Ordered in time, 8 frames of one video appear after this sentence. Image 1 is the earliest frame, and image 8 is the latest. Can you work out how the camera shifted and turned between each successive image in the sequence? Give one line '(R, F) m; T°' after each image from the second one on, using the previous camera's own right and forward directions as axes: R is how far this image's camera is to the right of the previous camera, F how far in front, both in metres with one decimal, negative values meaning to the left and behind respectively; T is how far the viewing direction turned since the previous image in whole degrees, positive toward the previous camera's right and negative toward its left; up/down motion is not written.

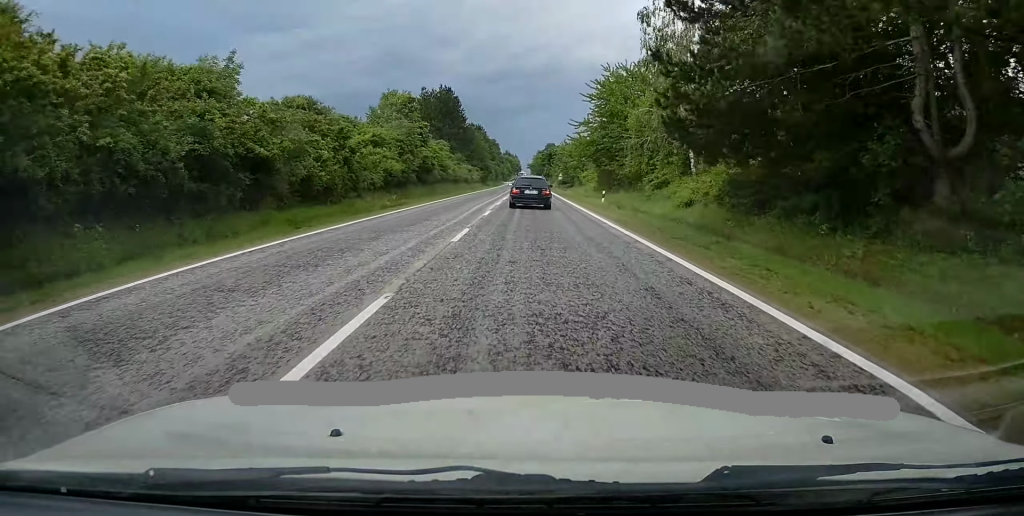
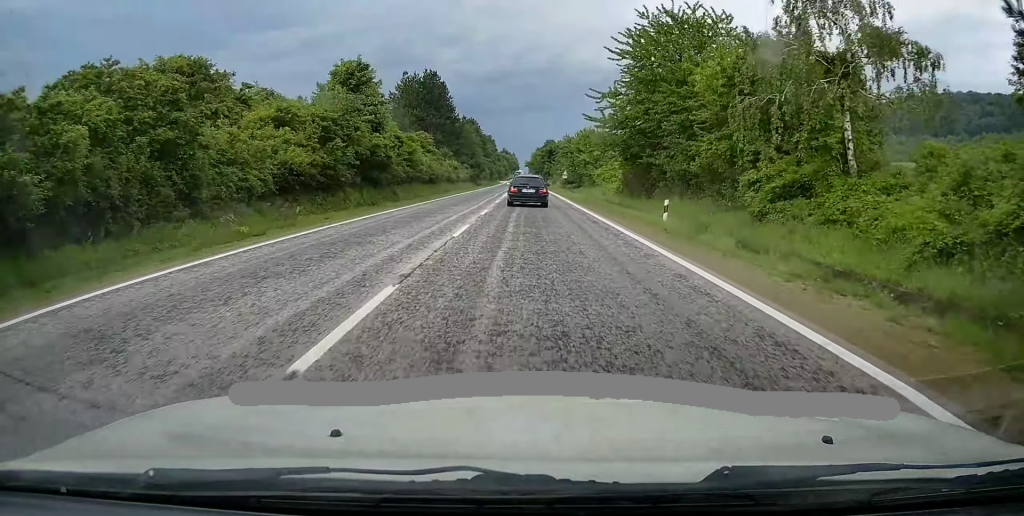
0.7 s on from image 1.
(-0.2, +17.2) m; -1°
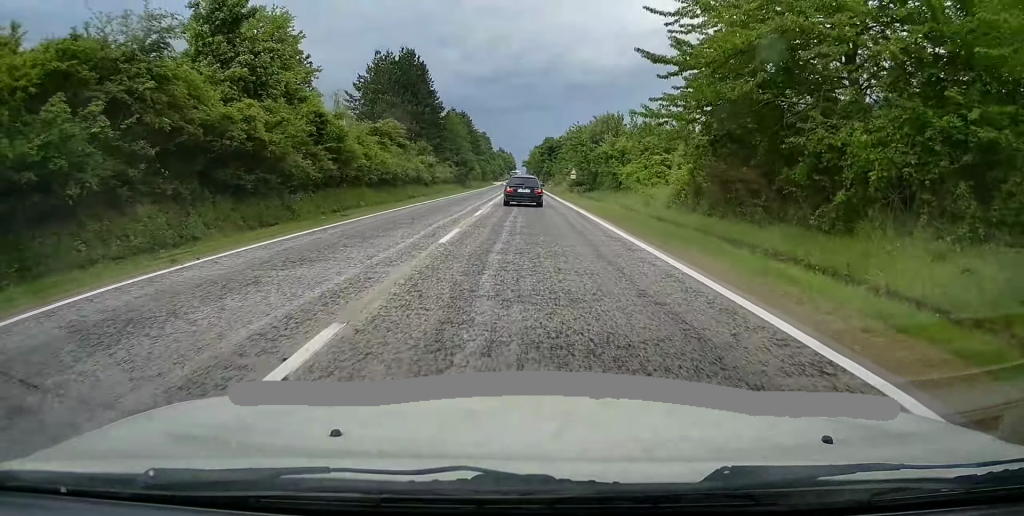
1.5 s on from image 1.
(0.0, +18.7) m; 0°
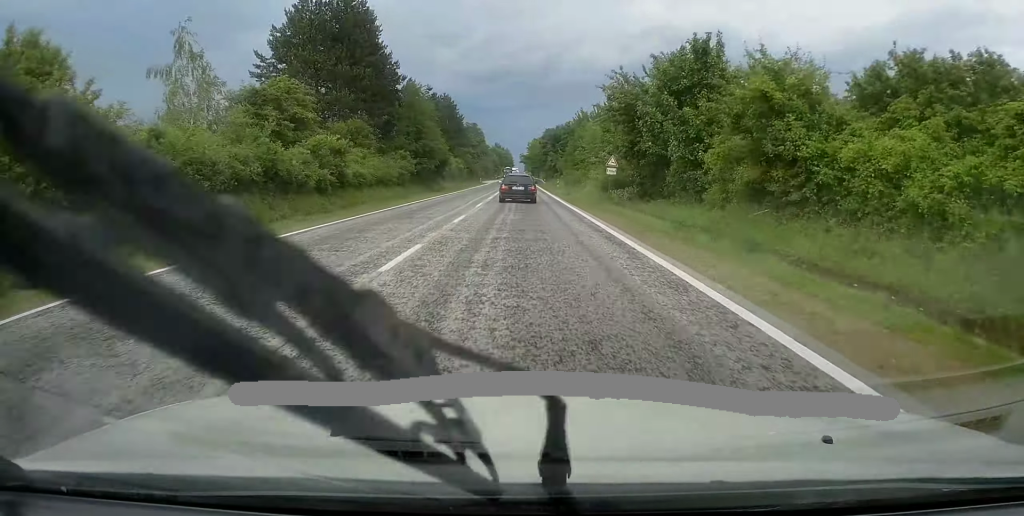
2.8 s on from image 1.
(0.0, +30.6) m; +1°
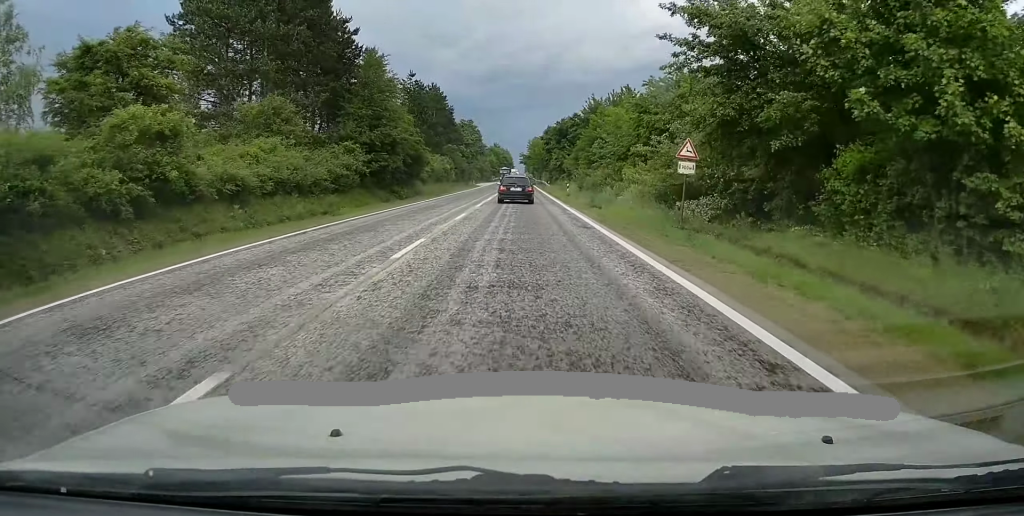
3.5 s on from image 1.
(+0.3, +16.6) m; 0°
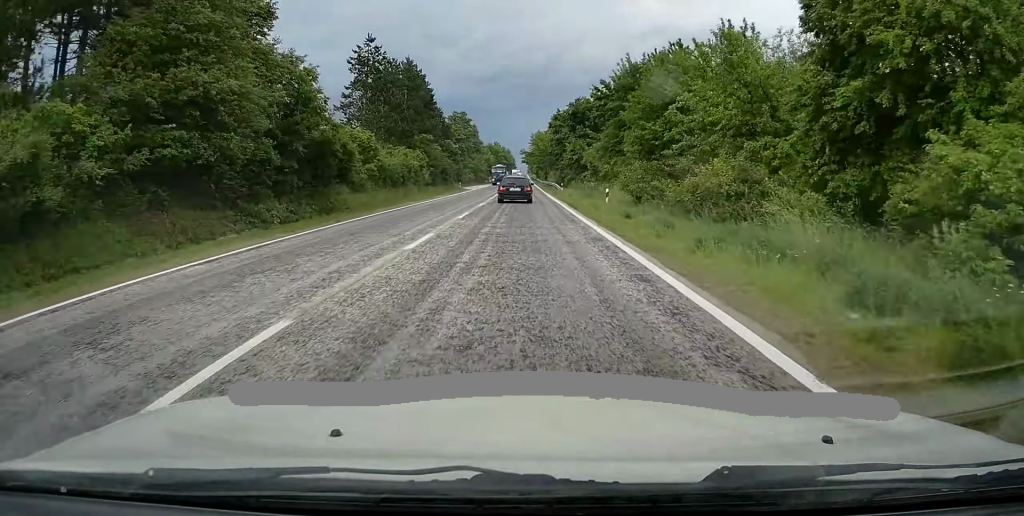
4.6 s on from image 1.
(-0.3, +25.3) m; 0°
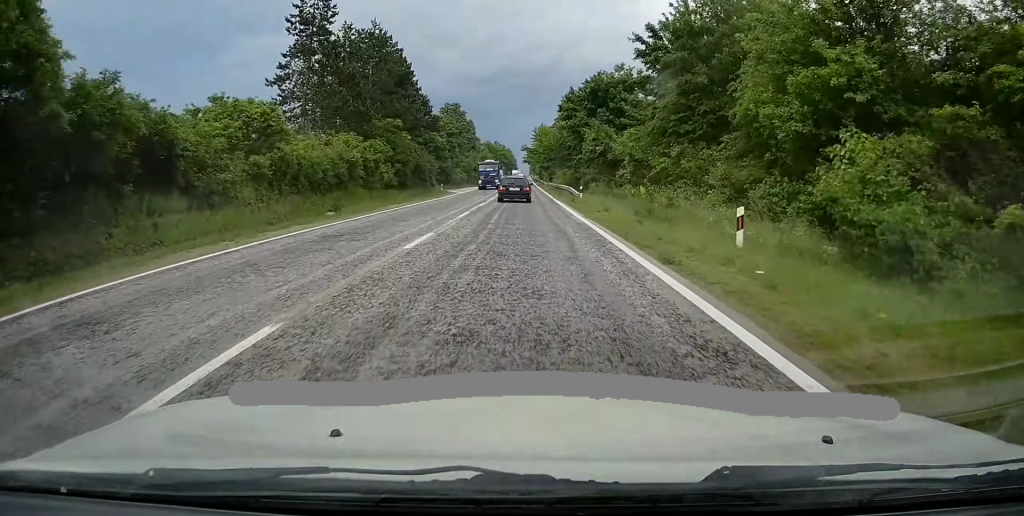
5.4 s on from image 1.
(+0.2, +18.2) m; 0°
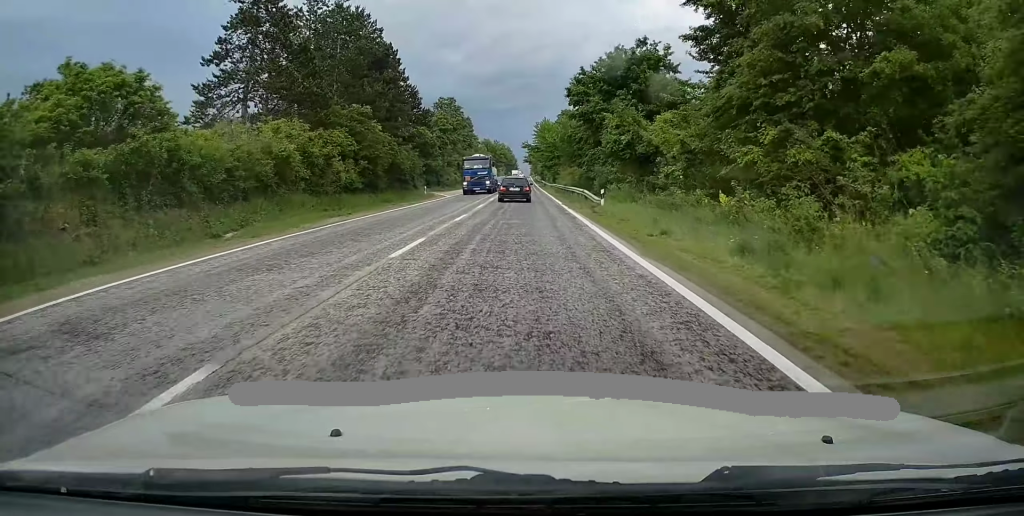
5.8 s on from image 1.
(+0.2, +10.3) m; 0°
